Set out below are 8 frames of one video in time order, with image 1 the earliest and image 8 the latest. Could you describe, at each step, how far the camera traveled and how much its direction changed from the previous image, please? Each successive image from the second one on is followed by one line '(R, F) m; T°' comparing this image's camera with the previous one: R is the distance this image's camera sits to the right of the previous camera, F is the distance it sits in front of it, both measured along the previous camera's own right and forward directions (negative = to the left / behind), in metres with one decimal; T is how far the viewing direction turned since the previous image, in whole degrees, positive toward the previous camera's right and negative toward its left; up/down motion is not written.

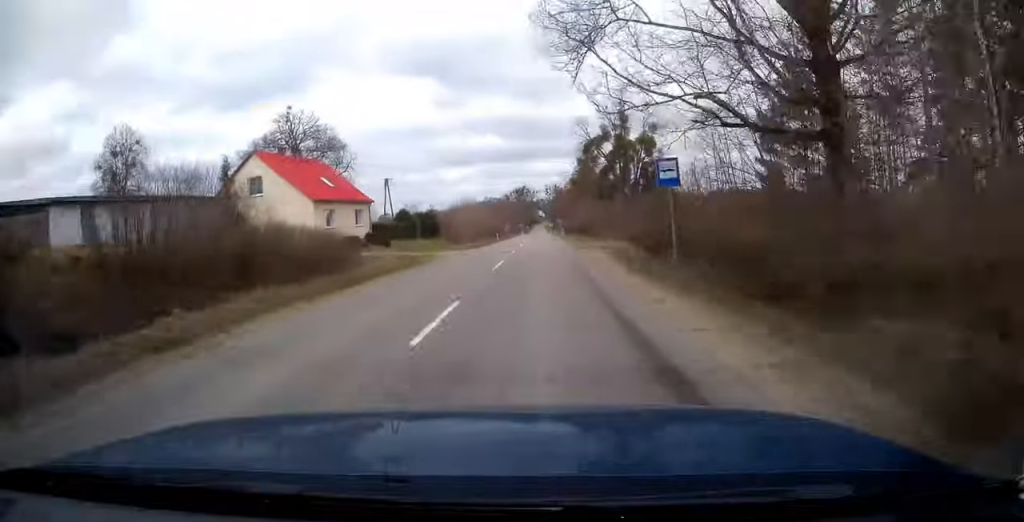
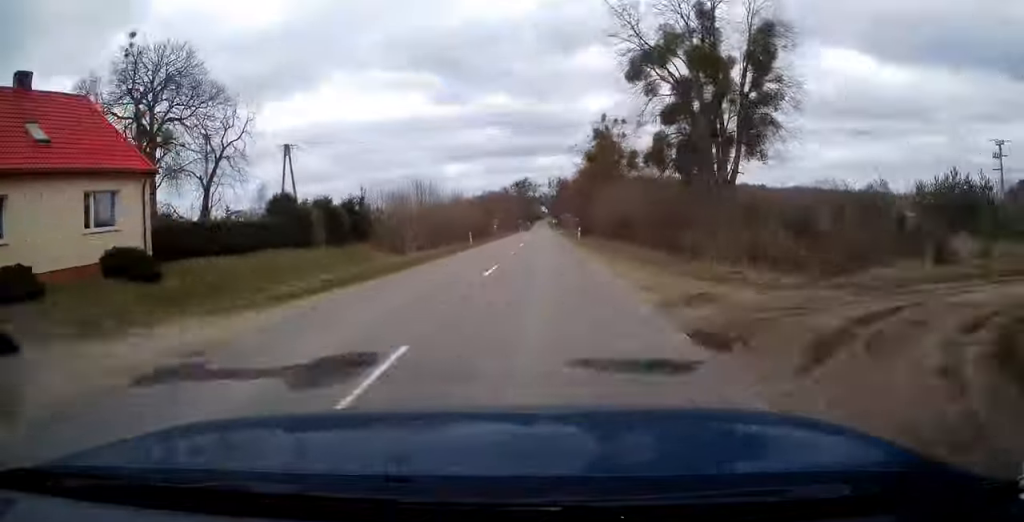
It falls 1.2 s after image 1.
(+0.1, +29.9) m; 0°
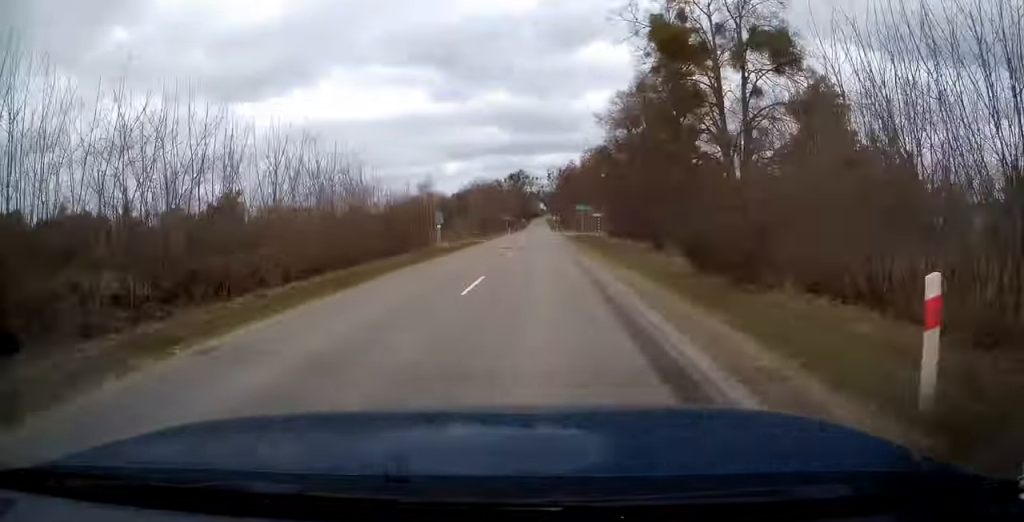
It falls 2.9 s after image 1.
(+0.2, +43.4) m; 0°
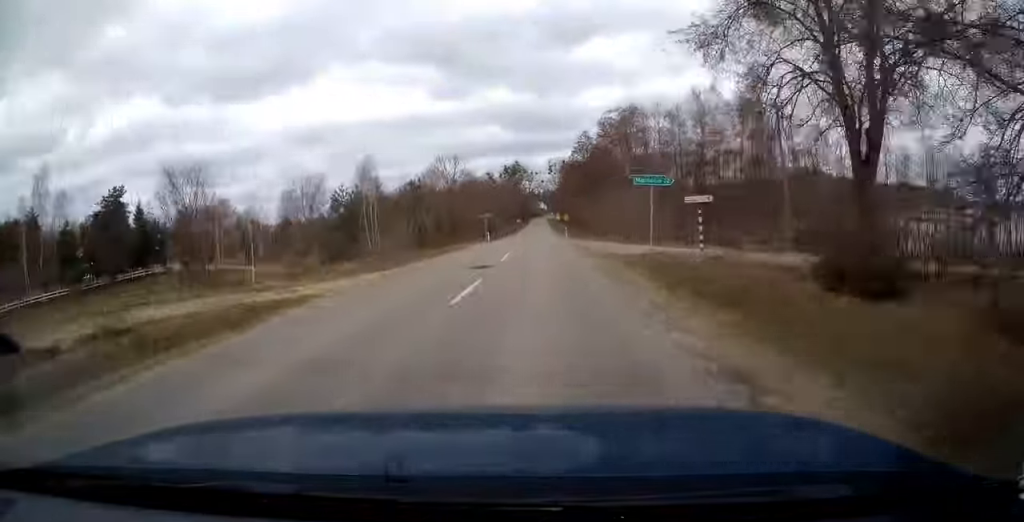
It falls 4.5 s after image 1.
(0.0, +38.1) m; 0°
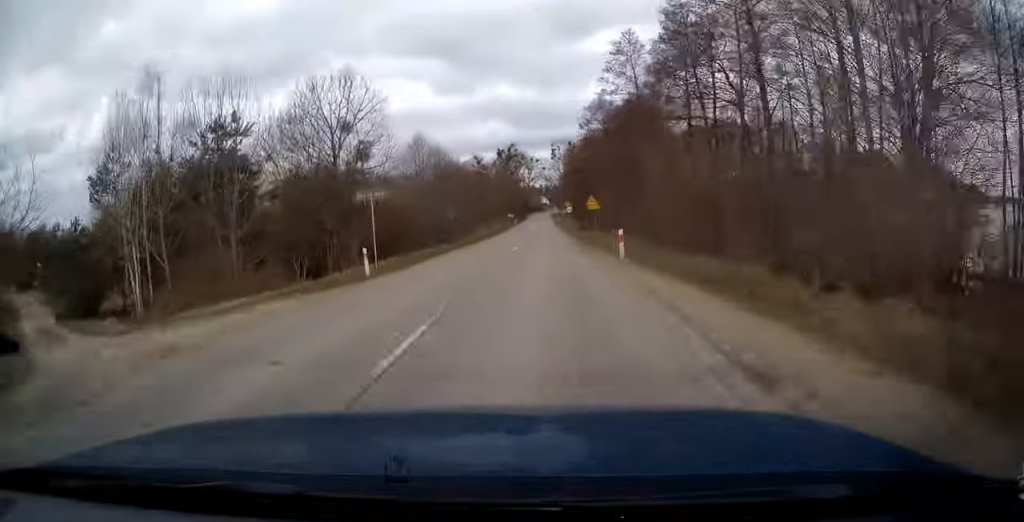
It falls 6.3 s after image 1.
(+0.1, +42.9) m; 0°
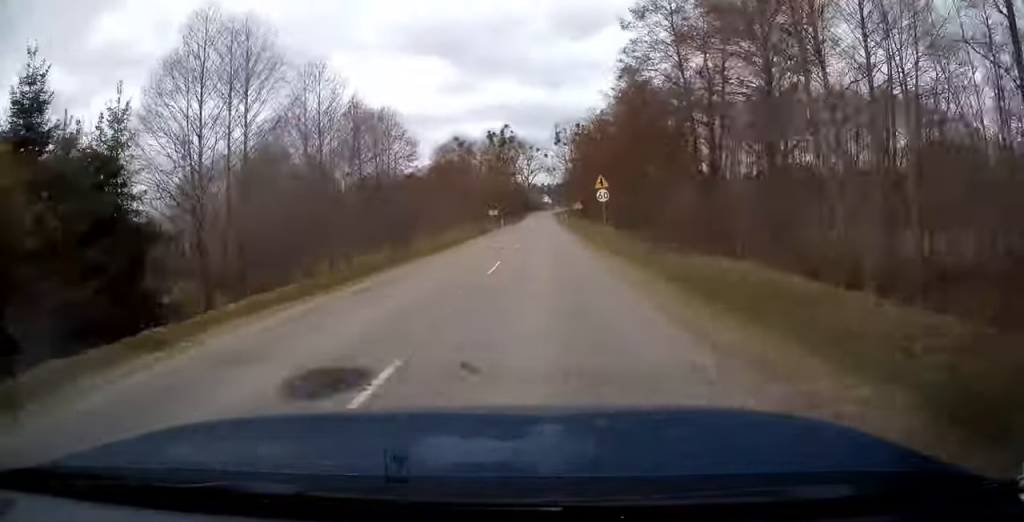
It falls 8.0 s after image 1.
(+0.1, +39.4) m; 0°
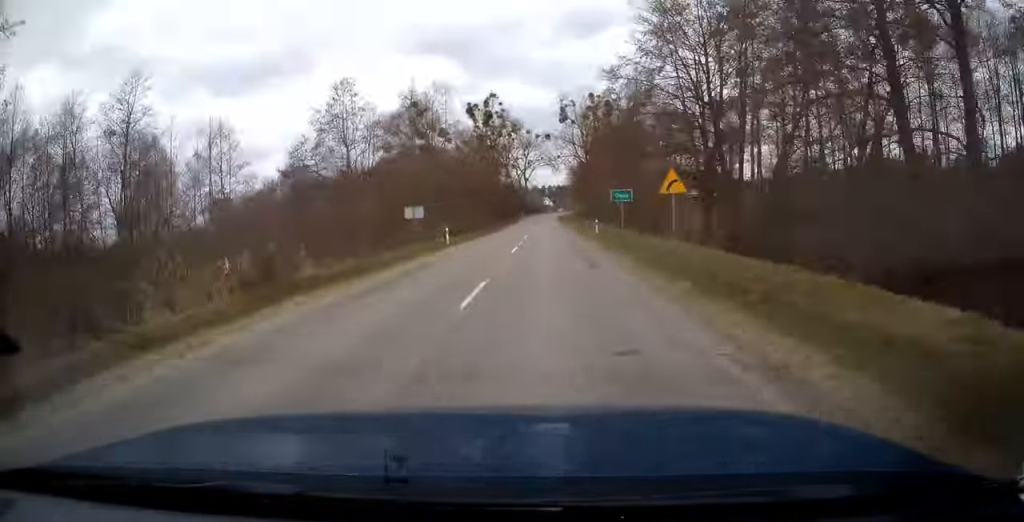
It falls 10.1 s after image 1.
(-0.4, +43.4) m; 0°
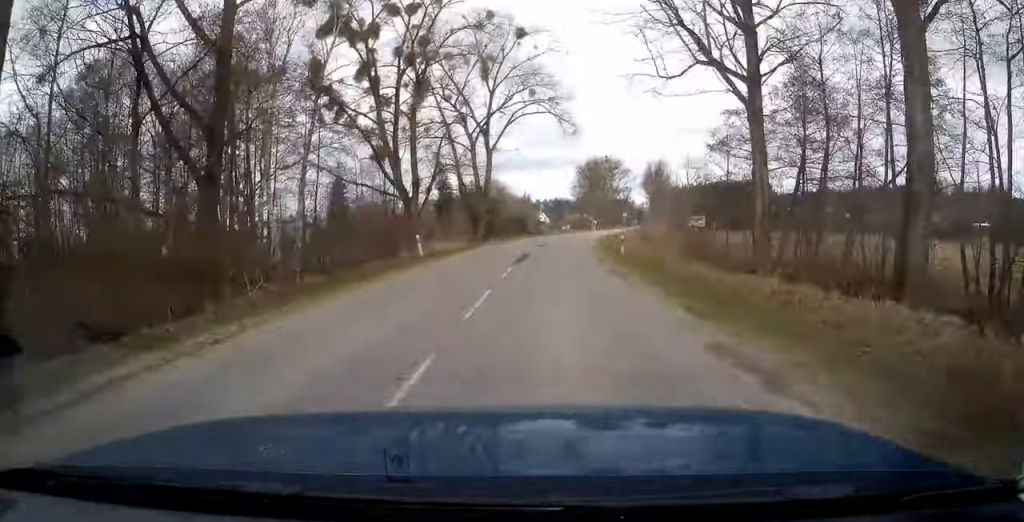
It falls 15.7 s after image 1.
(+0.8, +106.9) m; +3°
